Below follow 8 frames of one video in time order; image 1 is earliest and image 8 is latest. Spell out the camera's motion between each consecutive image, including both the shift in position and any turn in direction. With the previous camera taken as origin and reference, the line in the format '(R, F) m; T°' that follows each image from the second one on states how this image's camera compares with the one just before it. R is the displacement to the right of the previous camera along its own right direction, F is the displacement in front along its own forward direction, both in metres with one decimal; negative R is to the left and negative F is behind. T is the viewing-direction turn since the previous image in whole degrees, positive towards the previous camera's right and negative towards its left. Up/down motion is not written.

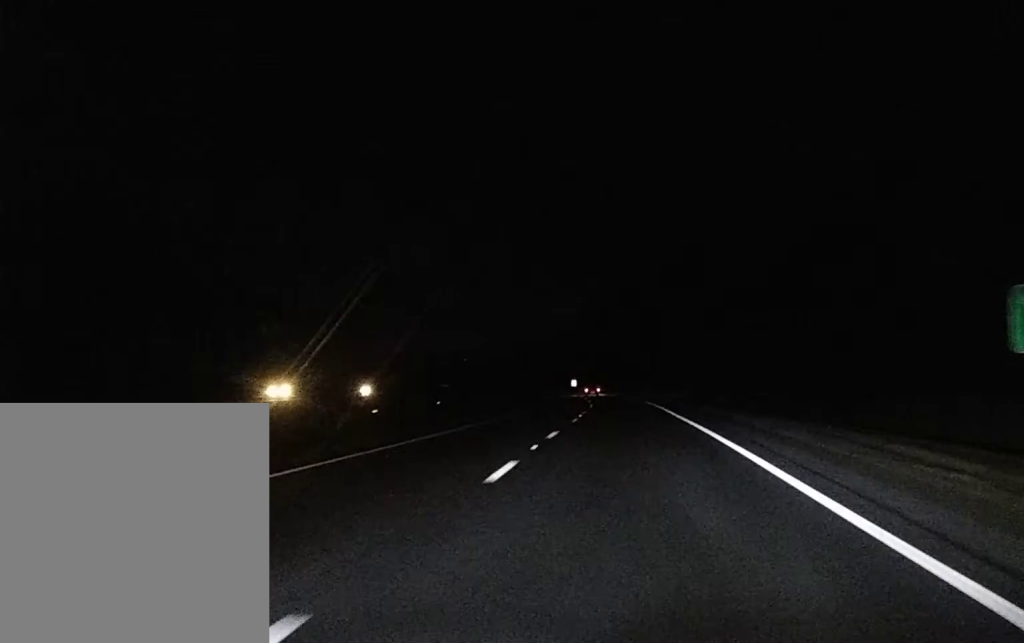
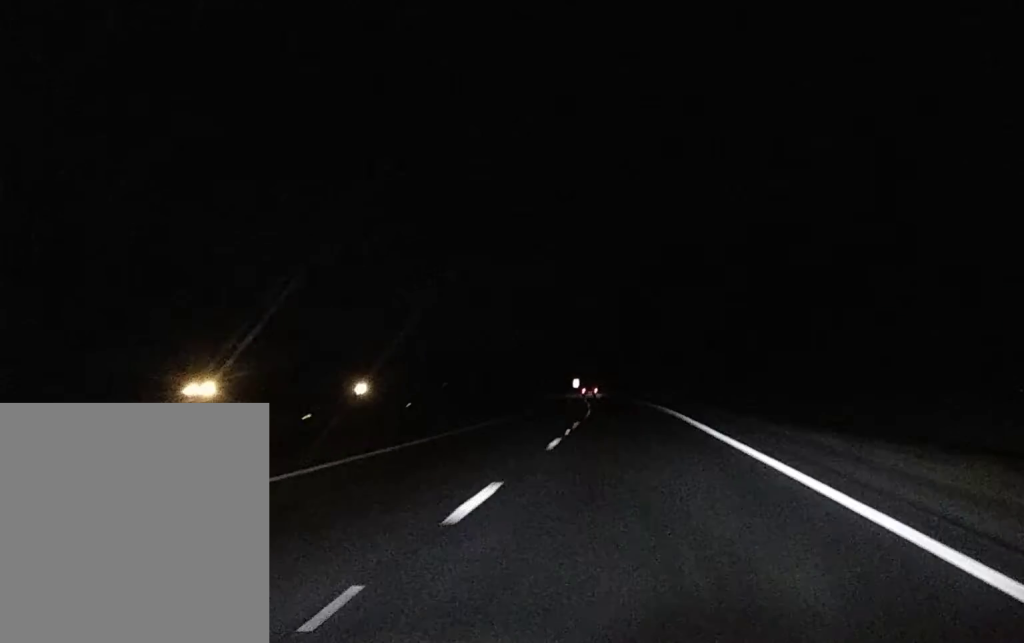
(0.0, +13.7) m; 0°
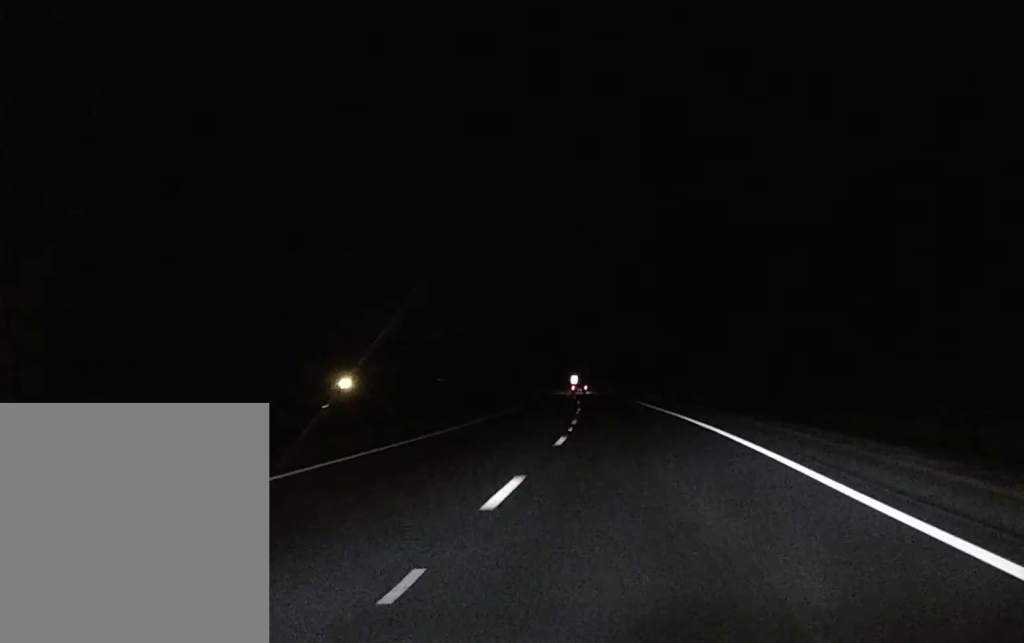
(-0.1, +24.8) m; -1°
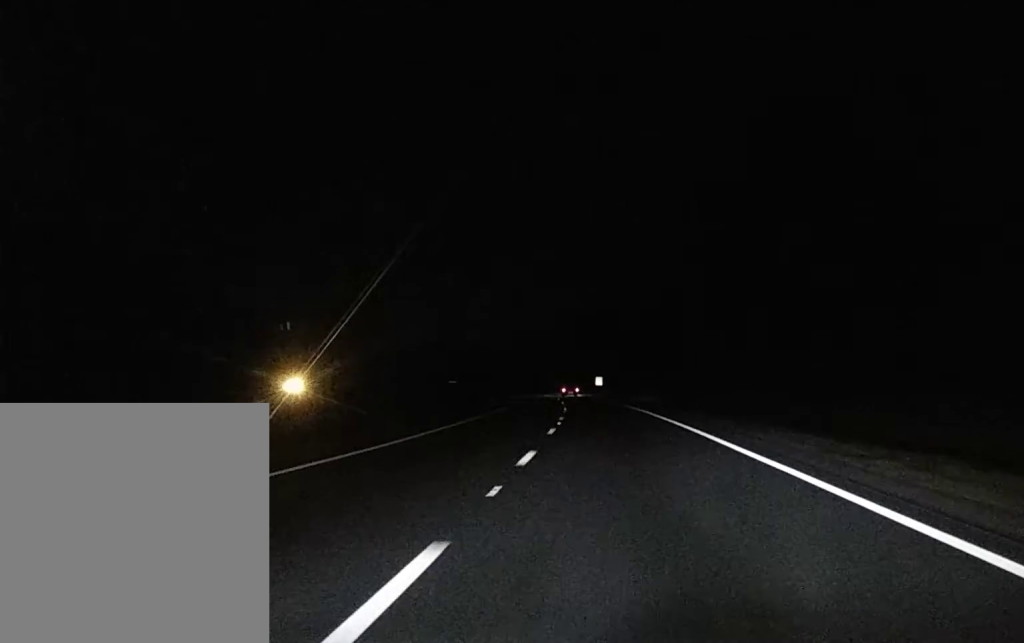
(-1.2, +74.6) m; -2°
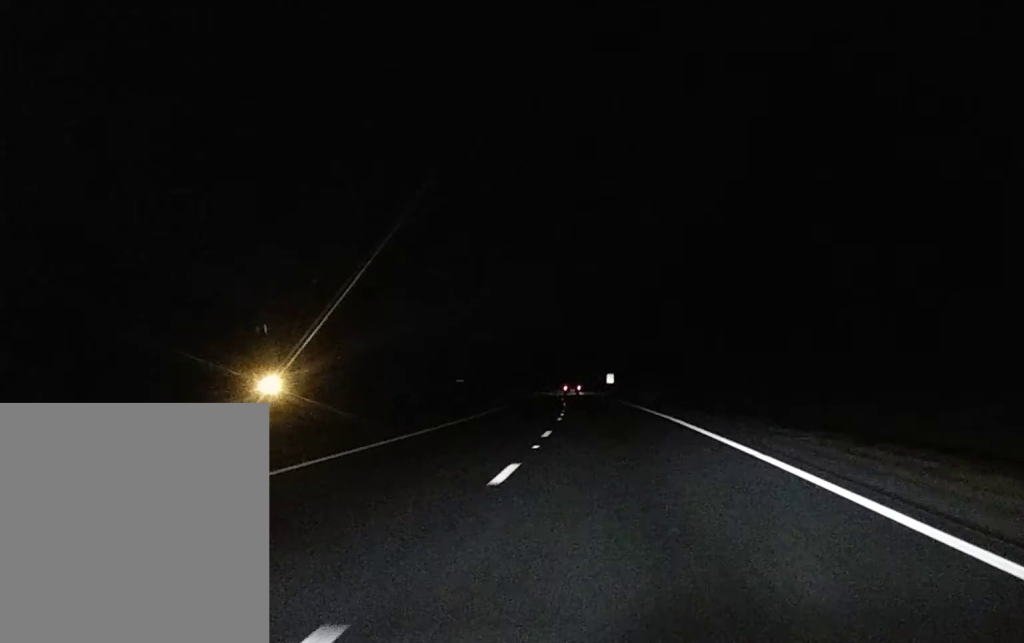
(+0.1, +18.7) m; -1°
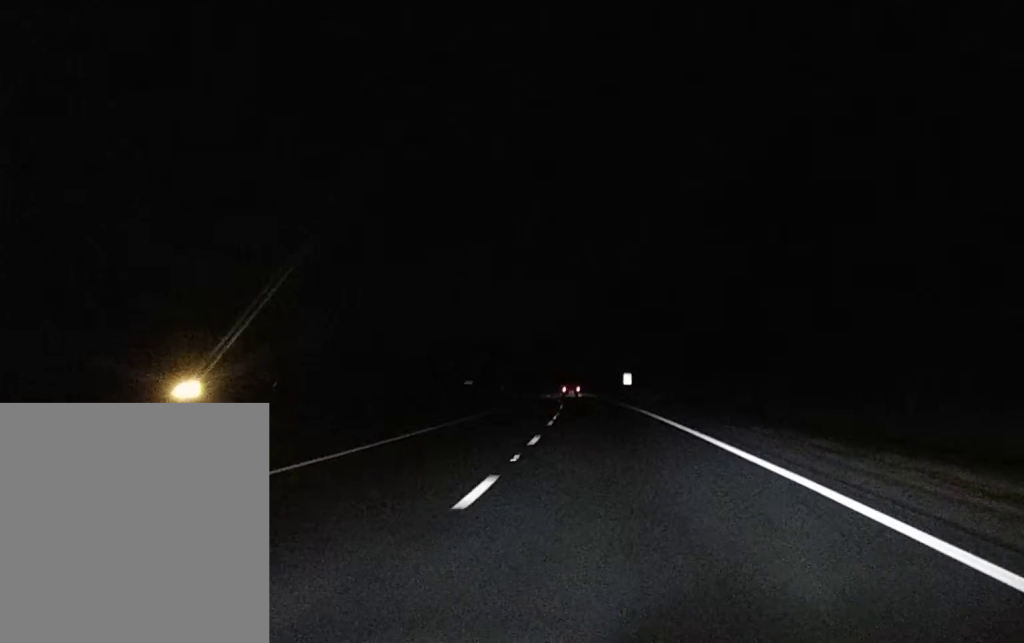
(-0.4, +27.5) m; -1°
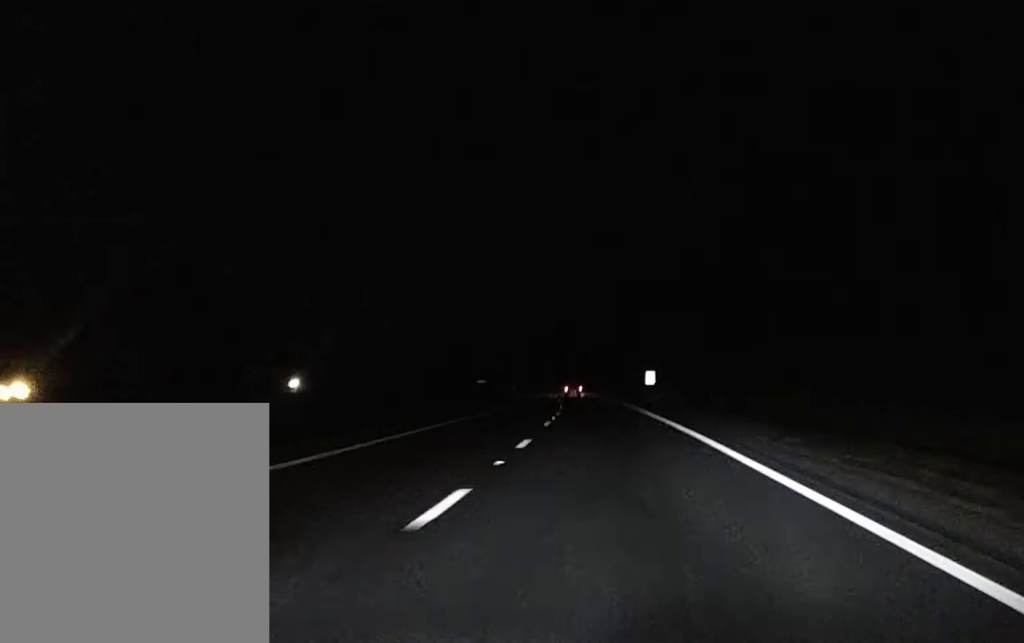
(-0.1, +28.0) m; -1°
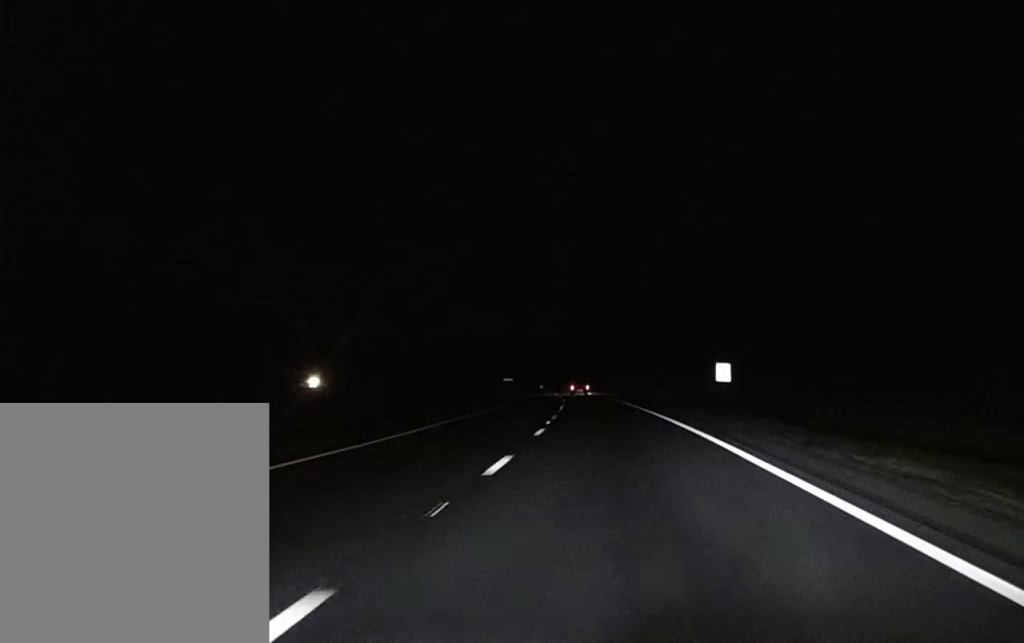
(-1.0, +55.6) m; -2°
